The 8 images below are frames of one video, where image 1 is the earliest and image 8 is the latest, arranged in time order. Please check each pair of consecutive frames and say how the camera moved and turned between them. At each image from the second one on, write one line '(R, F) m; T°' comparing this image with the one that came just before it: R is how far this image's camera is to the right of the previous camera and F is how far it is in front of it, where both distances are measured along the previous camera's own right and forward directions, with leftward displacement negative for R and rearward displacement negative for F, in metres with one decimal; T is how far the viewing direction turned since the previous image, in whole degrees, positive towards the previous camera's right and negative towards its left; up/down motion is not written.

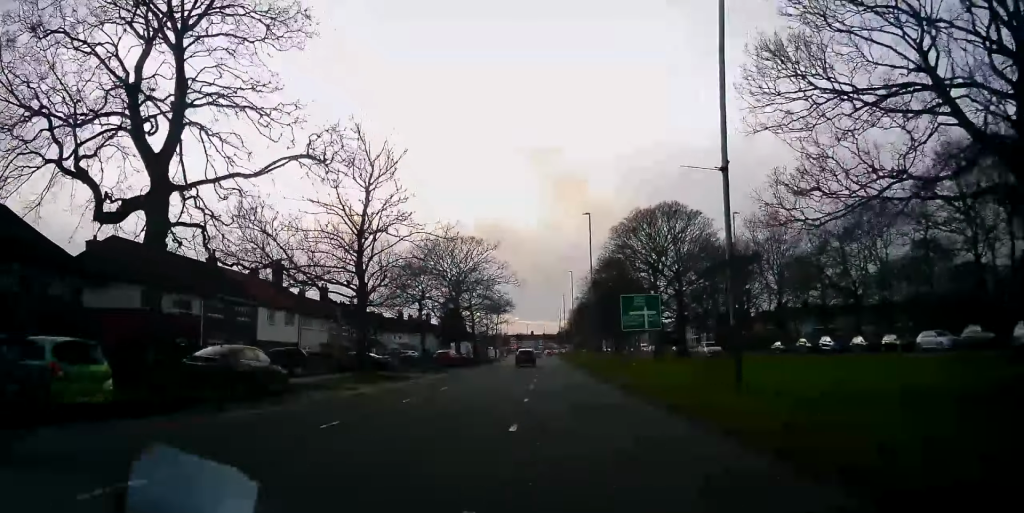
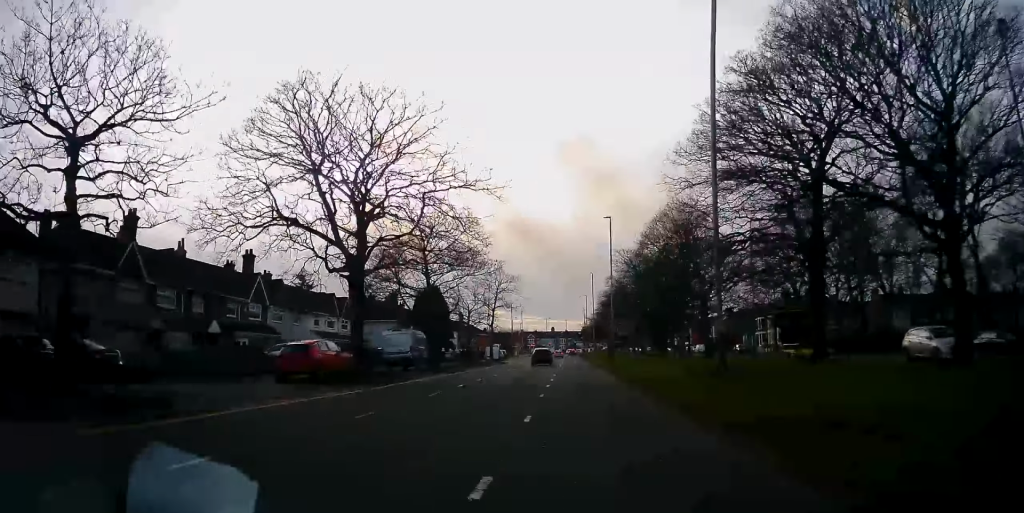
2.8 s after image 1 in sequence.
(-1.5, +33.5) m; -3°
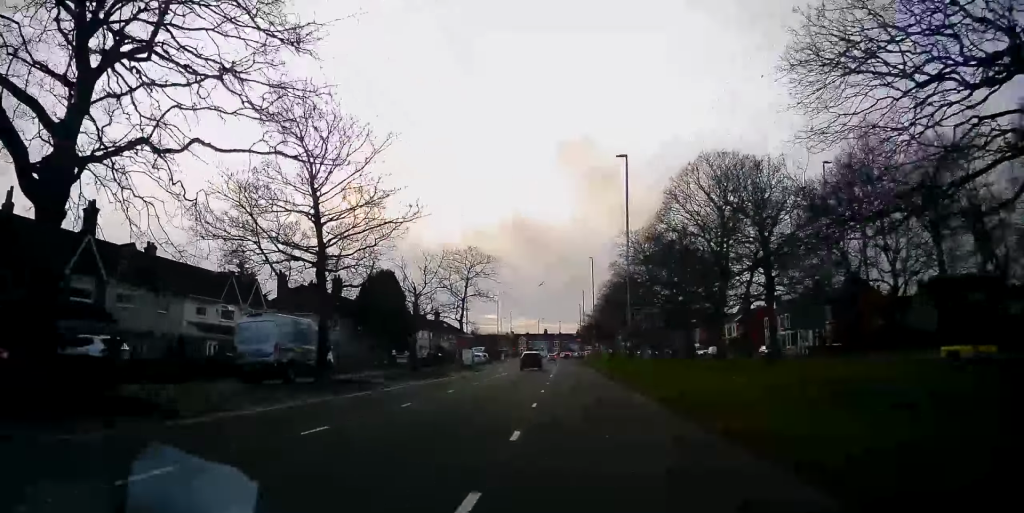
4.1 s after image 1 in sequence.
(+0.1, +16.6) m; -1°
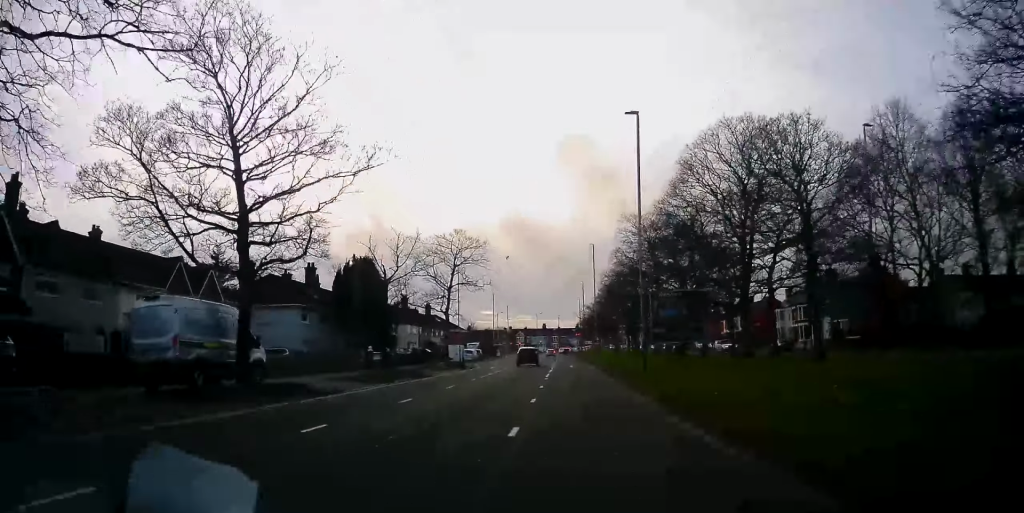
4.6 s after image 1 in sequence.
(-0.1, +5.7) m; 0°
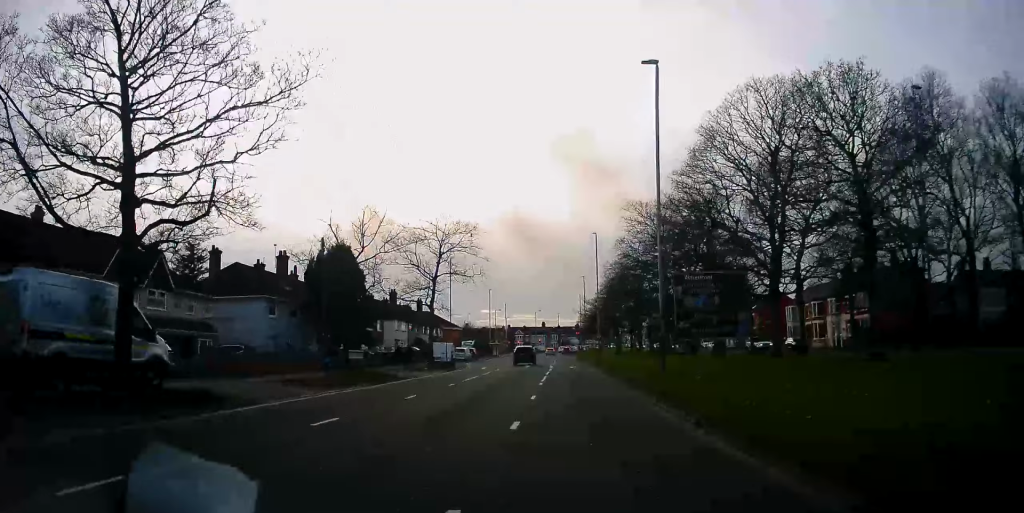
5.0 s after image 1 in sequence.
(-0.1, +5.4) m; 0°
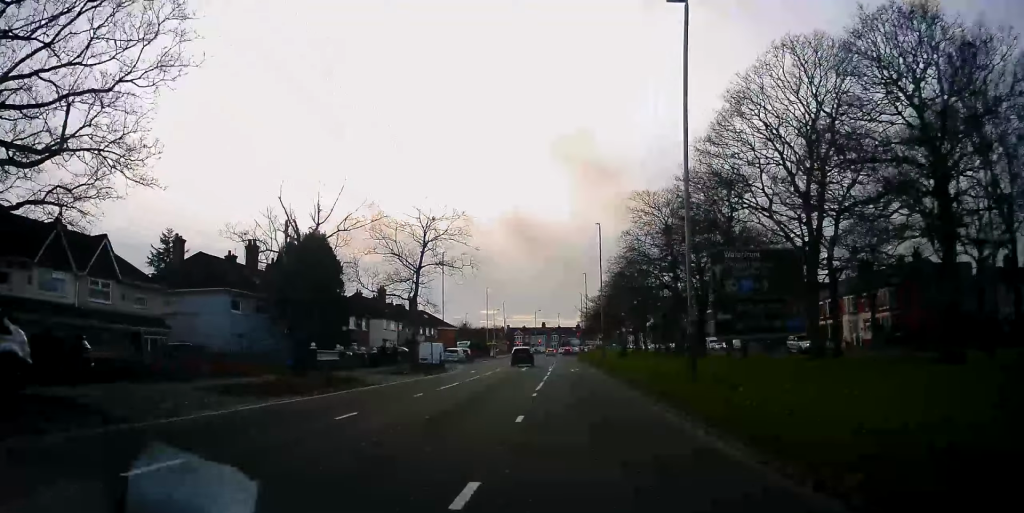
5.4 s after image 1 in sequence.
(-0.1, +5.0) m; 0°
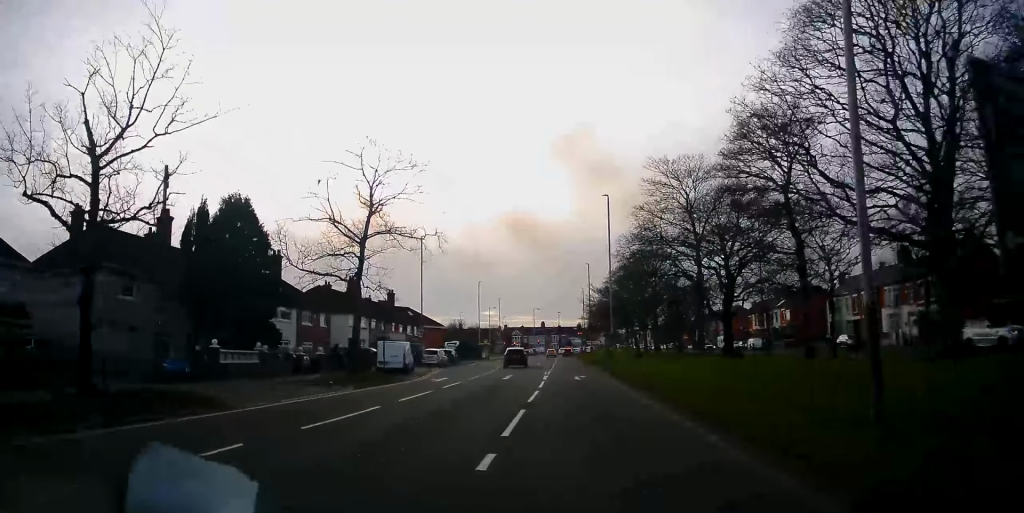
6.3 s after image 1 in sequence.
(+0.2, +10.7) m; +2°
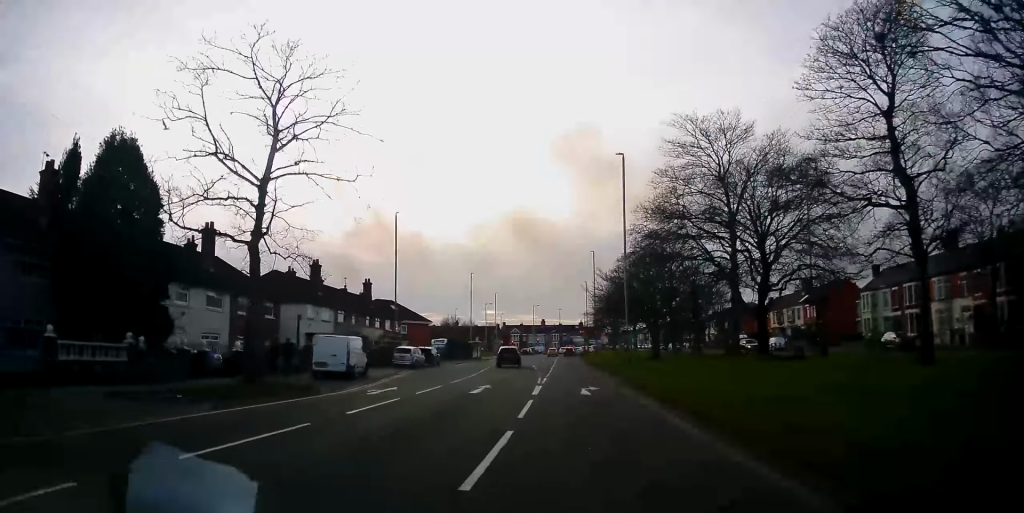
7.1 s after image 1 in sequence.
(+0.1, +10.0) m; -1°
